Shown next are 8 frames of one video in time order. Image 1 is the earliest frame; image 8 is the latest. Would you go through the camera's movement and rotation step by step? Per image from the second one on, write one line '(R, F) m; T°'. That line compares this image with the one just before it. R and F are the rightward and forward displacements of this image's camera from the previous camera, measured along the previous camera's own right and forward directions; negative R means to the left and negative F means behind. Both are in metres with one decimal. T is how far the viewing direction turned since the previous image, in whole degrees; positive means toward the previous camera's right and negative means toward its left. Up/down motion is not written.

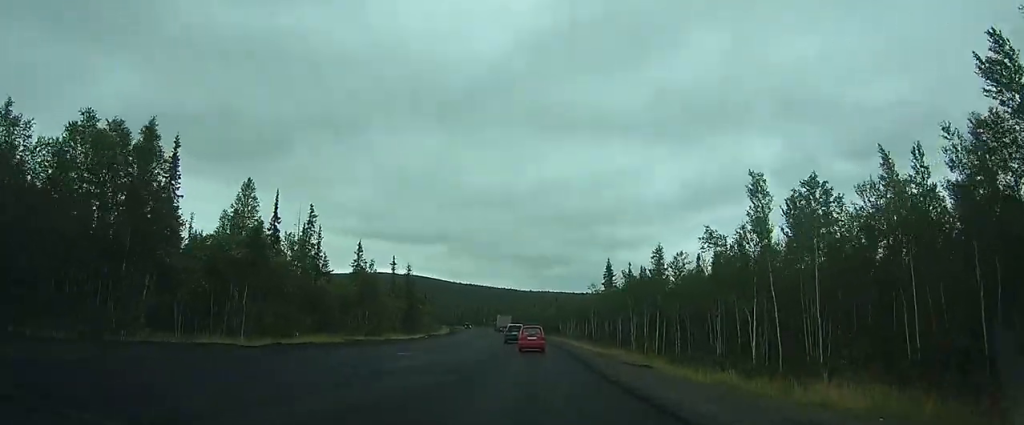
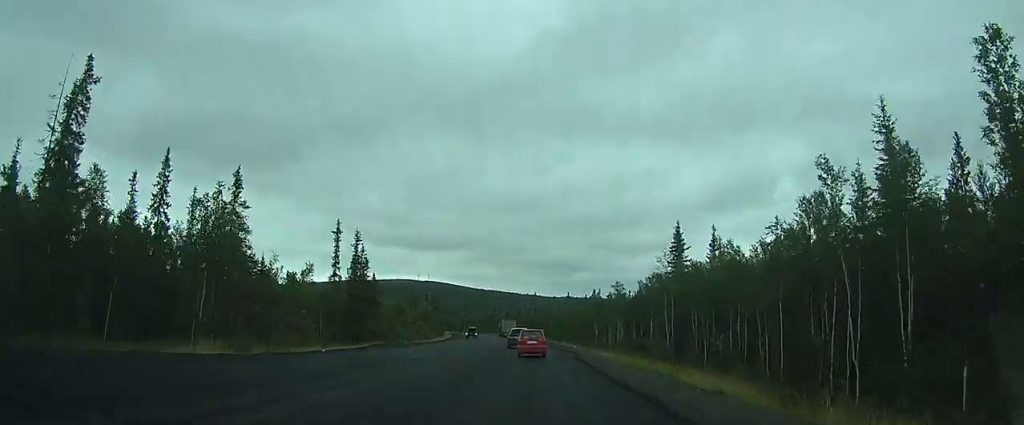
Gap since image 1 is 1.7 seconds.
(-0.2, +41.3) m; -1°
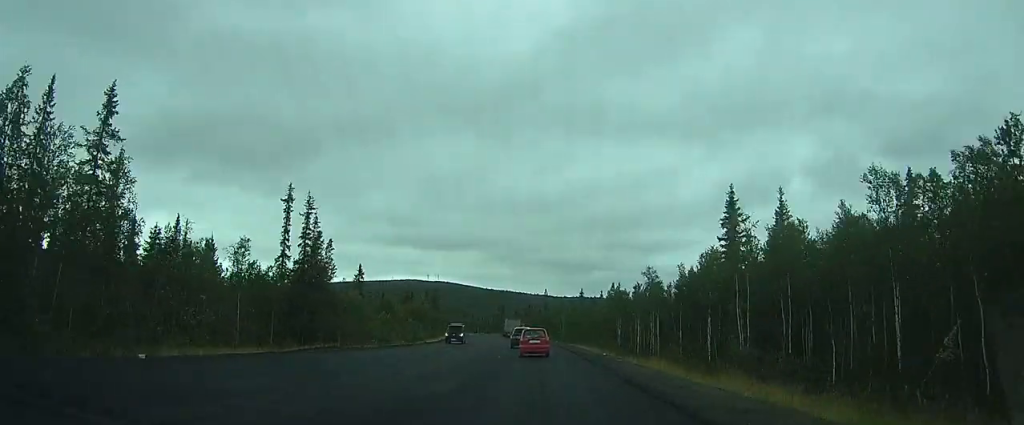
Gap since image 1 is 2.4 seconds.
(-0.1, +17.1) m; -1°
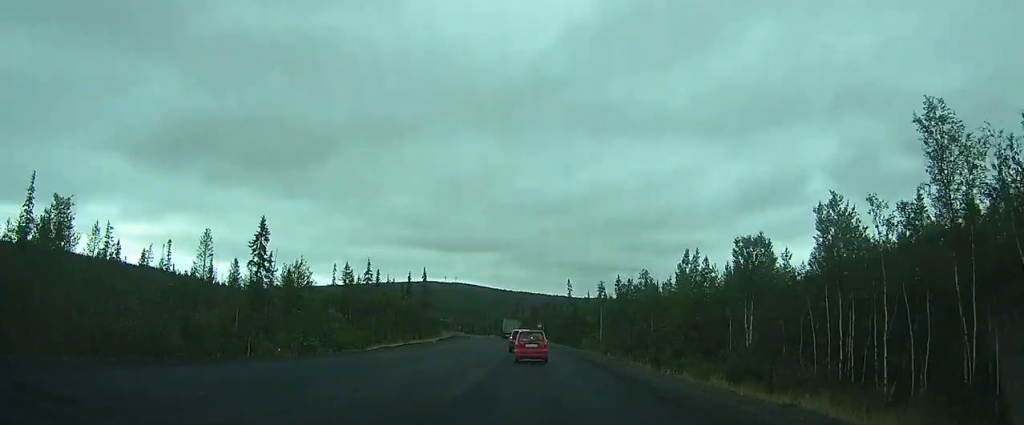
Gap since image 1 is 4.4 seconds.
(-1.3, +48.8) m; -3°
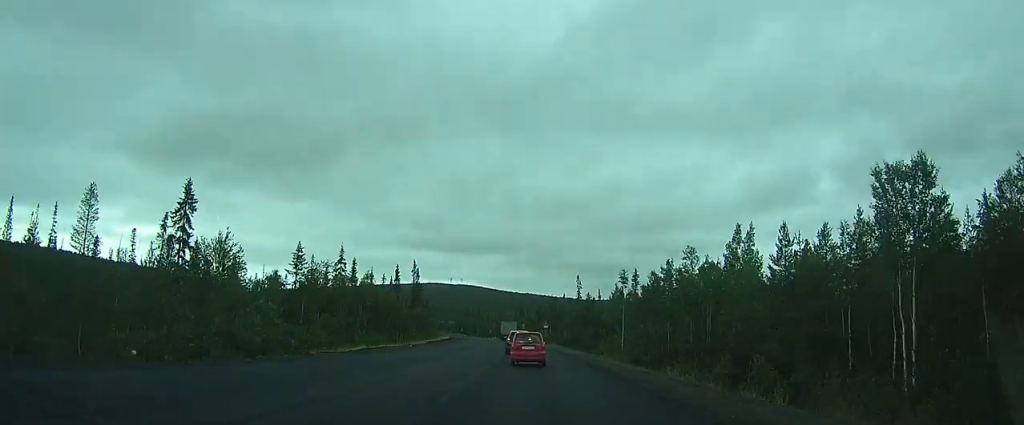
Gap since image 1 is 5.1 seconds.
(-0.1, +17.5) m; -1°
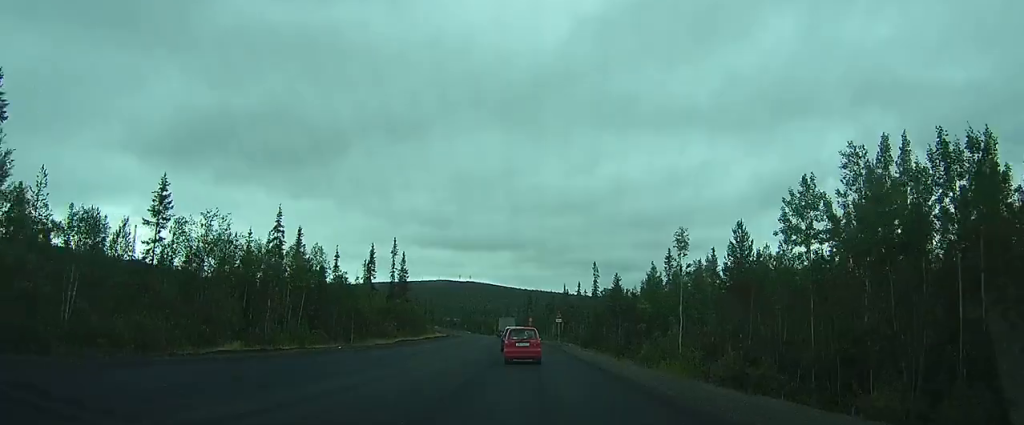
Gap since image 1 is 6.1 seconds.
(-0.3, +25.0) m; -1°
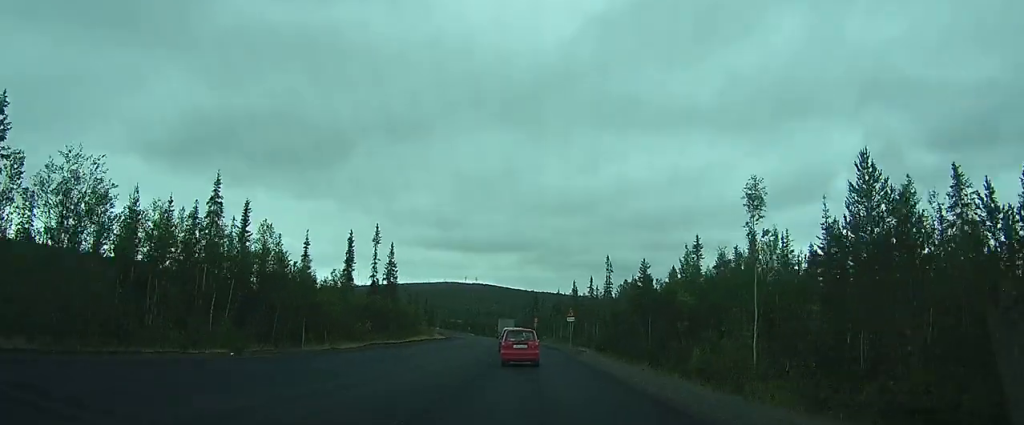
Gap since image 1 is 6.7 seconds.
(-0.1, +15.0) m; 0°
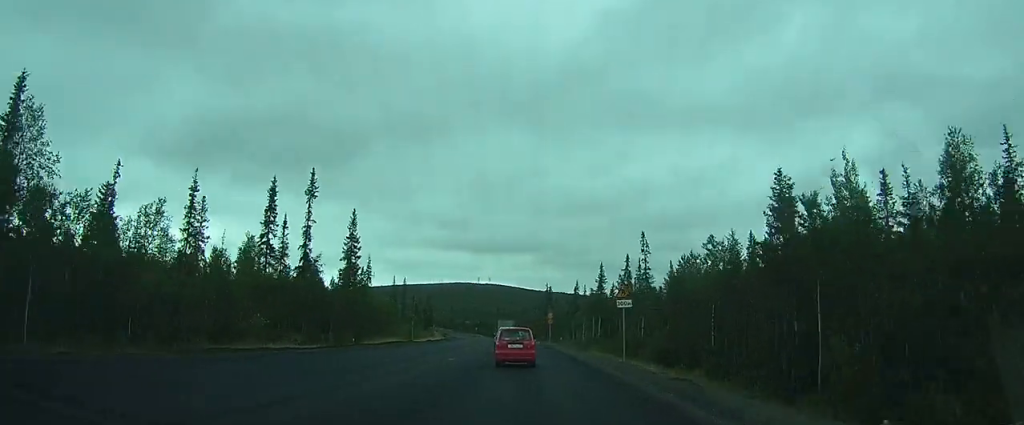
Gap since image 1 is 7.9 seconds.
(+0.1, +30.6) m; -1°
